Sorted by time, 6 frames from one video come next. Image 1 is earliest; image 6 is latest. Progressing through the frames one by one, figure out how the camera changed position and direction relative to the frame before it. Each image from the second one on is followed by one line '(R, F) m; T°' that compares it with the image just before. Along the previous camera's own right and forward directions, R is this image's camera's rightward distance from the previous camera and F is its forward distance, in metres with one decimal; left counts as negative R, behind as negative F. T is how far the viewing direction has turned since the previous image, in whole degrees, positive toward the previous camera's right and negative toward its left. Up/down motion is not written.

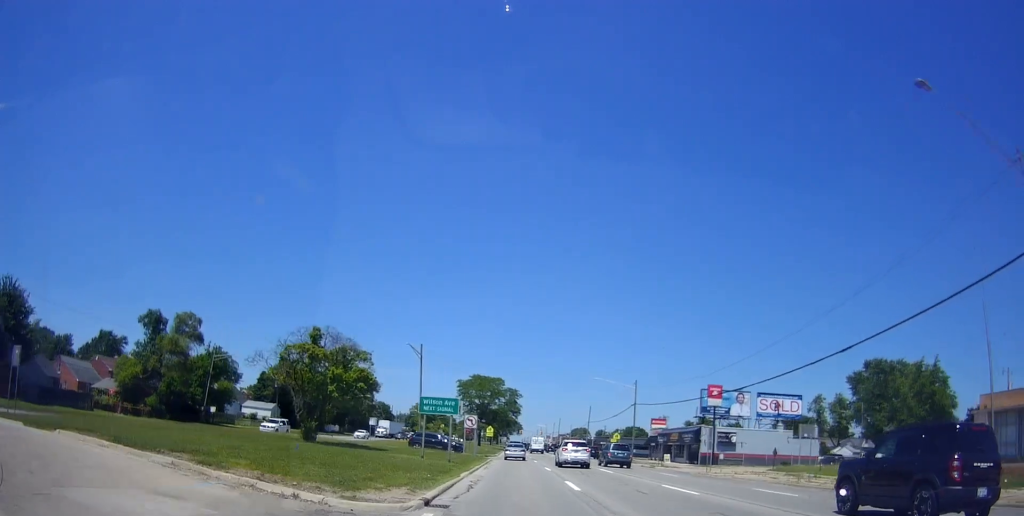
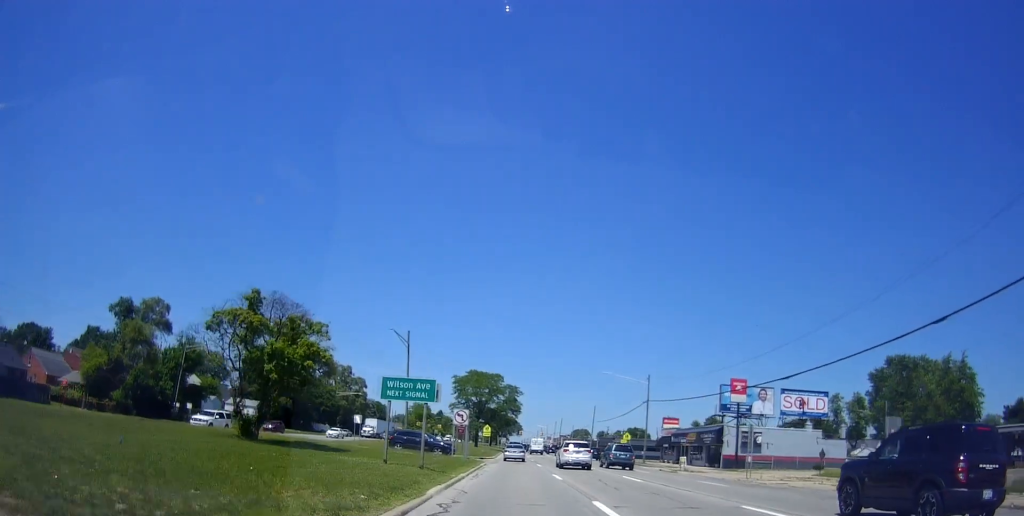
(0.0, +7.7) m; 0°
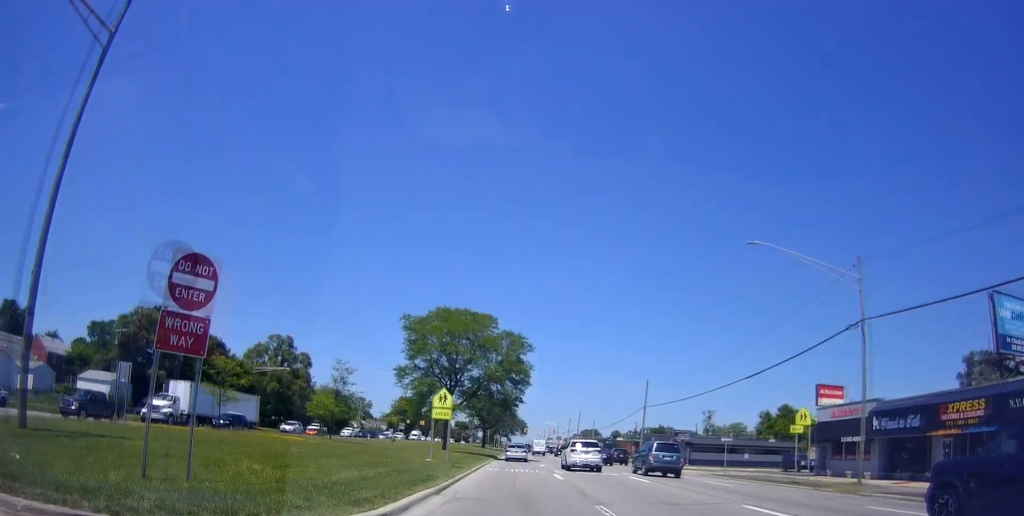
(-1.2, +45.9) m; -2°
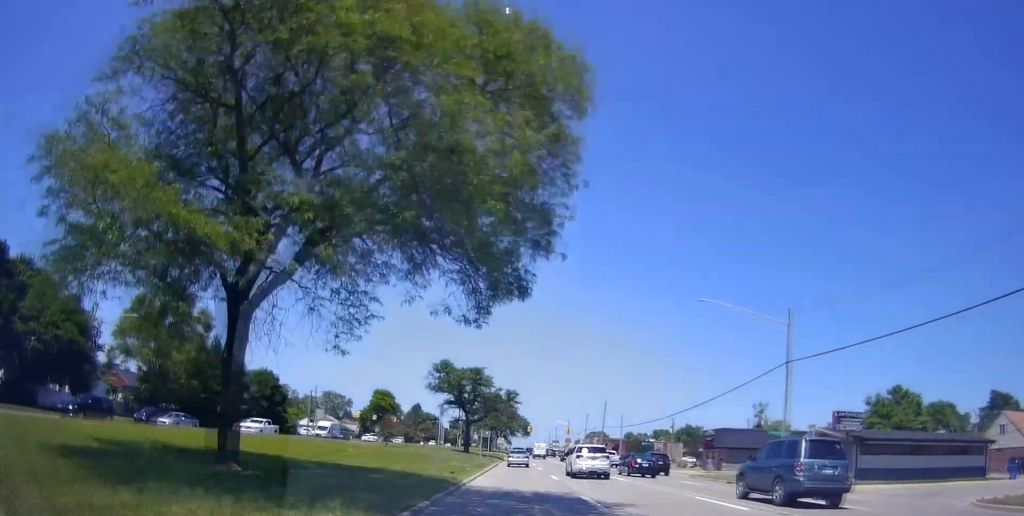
(+0.8, +40.8) m; +2°
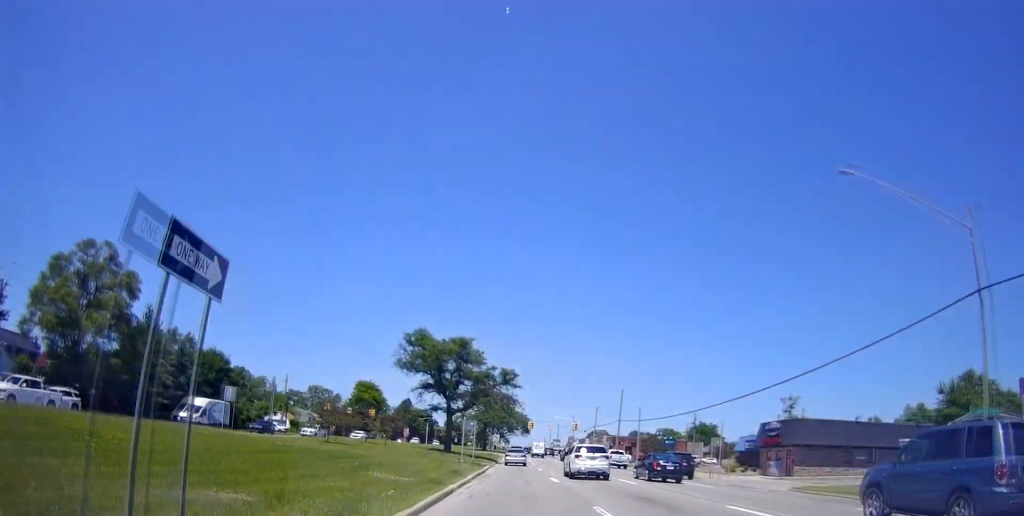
(0.0, +18.4) m; -2°
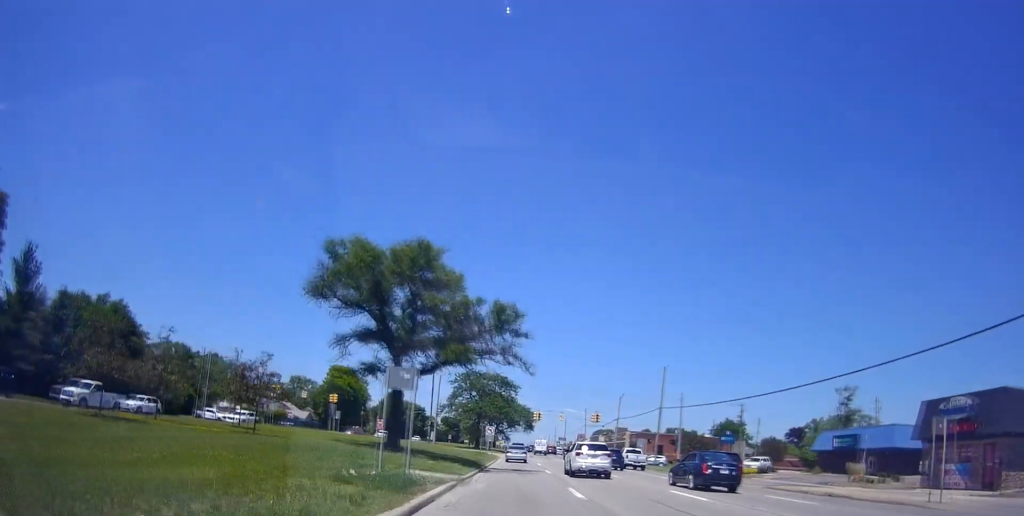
(-0.7, +24.9) m; 0°
